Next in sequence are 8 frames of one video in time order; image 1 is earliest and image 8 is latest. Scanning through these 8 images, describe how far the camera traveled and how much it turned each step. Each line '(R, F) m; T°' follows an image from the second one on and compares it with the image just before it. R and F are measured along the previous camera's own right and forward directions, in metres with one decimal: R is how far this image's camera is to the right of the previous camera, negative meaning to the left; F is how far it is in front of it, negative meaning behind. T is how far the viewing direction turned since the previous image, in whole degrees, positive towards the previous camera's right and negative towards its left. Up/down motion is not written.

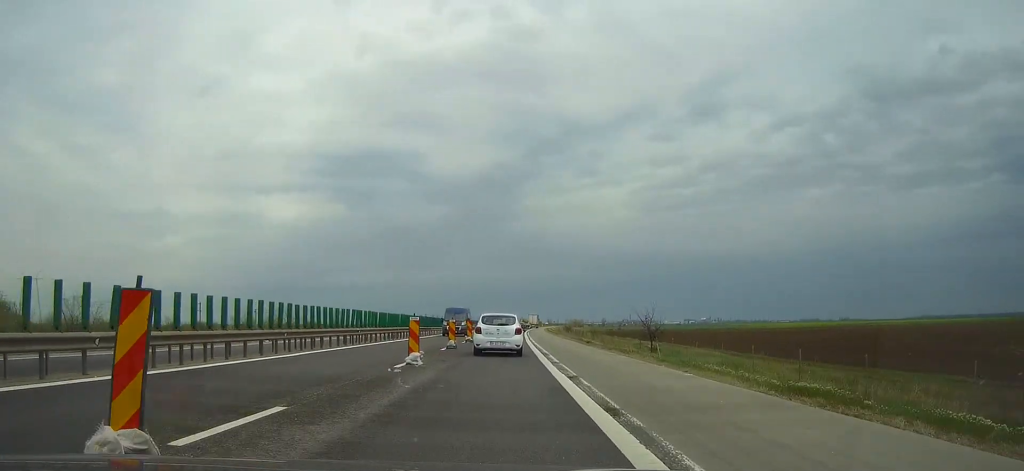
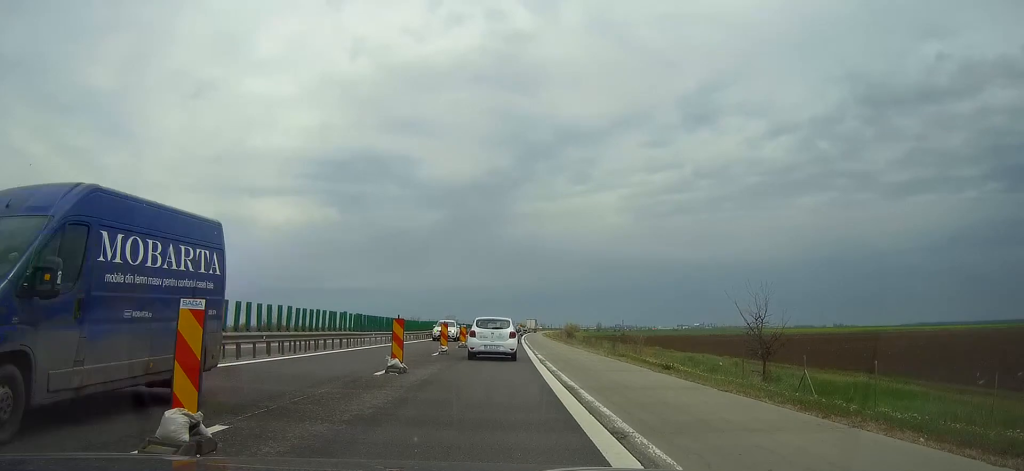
(+0.2, +25.6) m; 0°
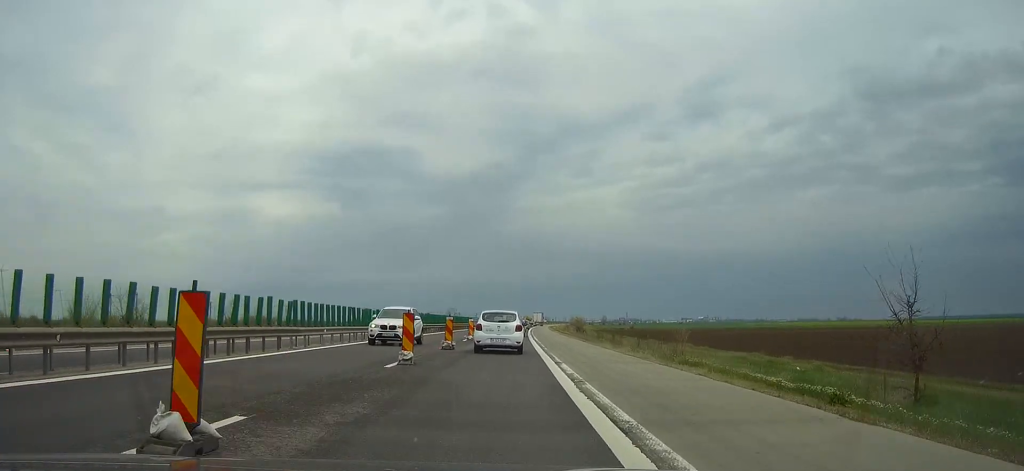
(0.0, +11.7) m; 0°
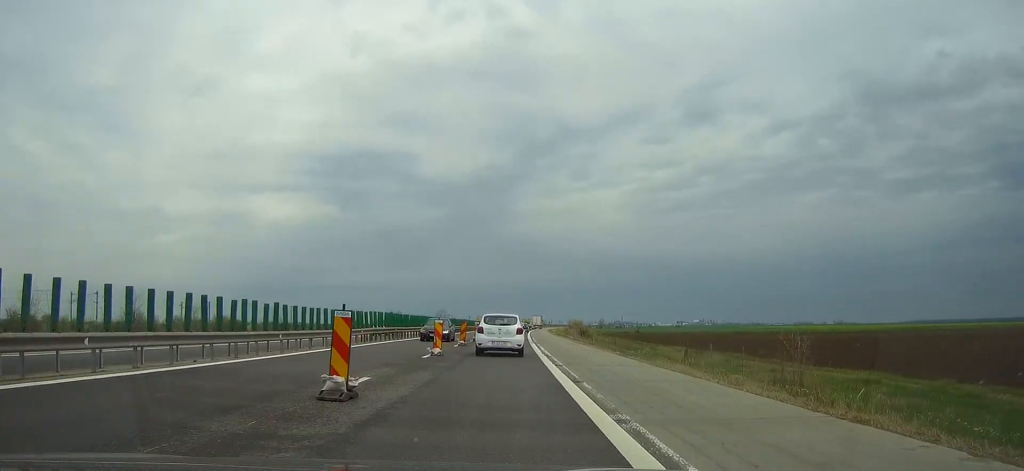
(0.0, +17.4) m; 0°
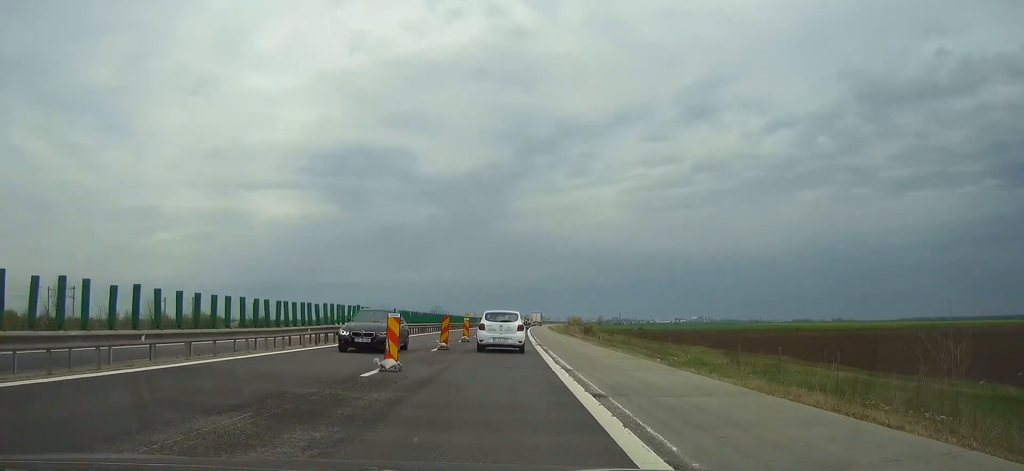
(+0.1, +9.4) m; 0°
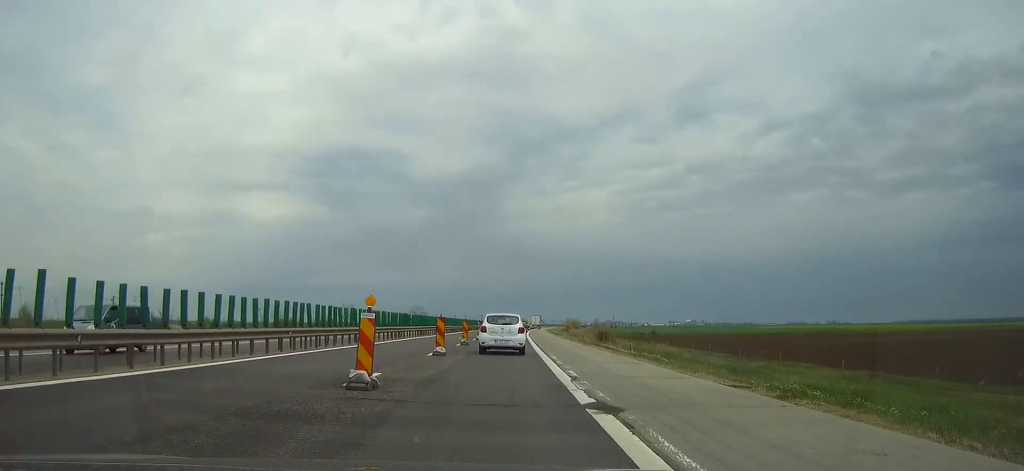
(+0.2, +25.3) m; 0°
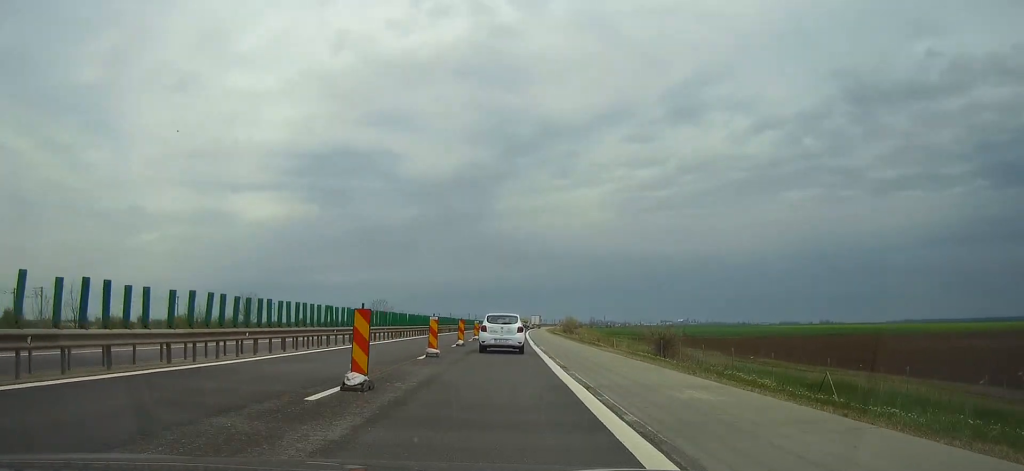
(0.0, +38.2) m; 0°
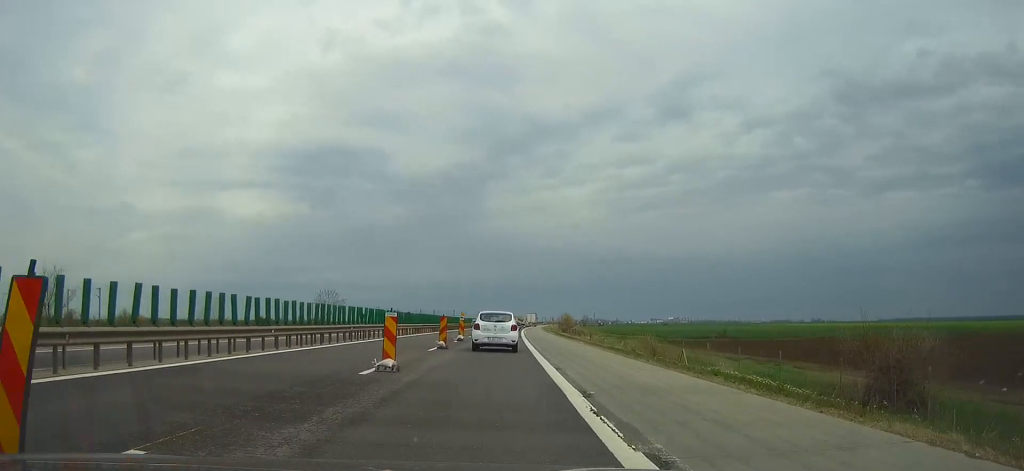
(+0.4, +31.0) m; +1°
